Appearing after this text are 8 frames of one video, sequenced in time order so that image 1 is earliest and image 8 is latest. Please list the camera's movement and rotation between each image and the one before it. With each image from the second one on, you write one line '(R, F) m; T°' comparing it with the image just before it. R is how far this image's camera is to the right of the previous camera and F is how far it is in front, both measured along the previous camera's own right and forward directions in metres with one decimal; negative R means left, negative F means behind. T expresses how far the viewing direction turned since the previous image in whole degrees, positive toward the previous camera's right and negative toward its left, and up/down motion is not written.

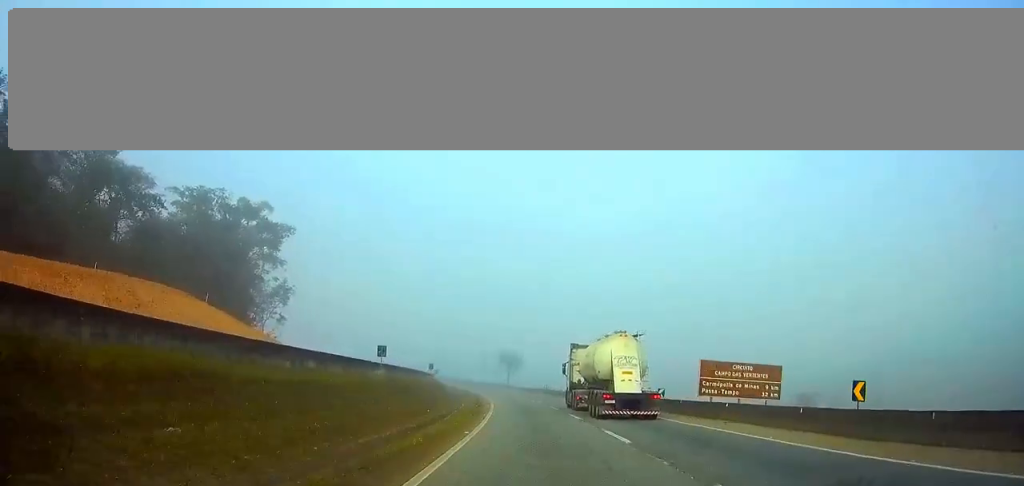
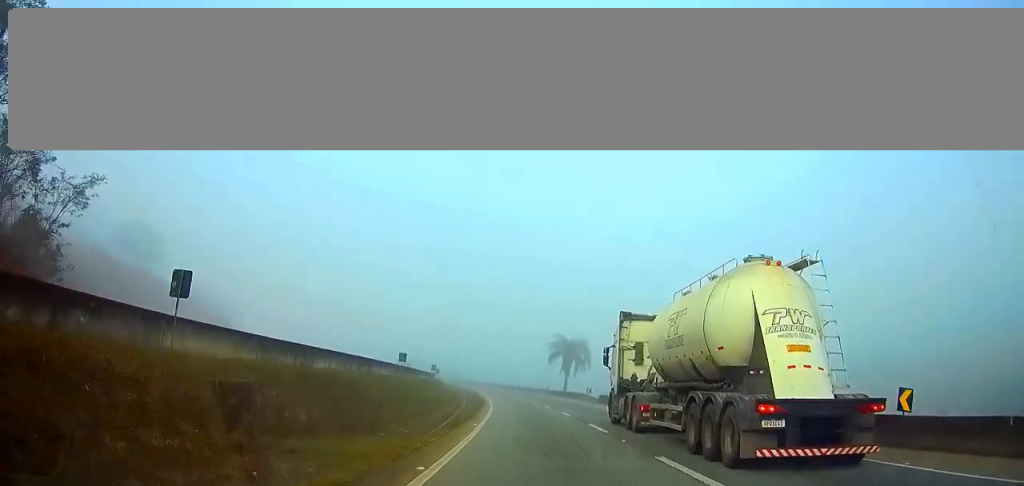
(-2.9, +59.7) m; -5°
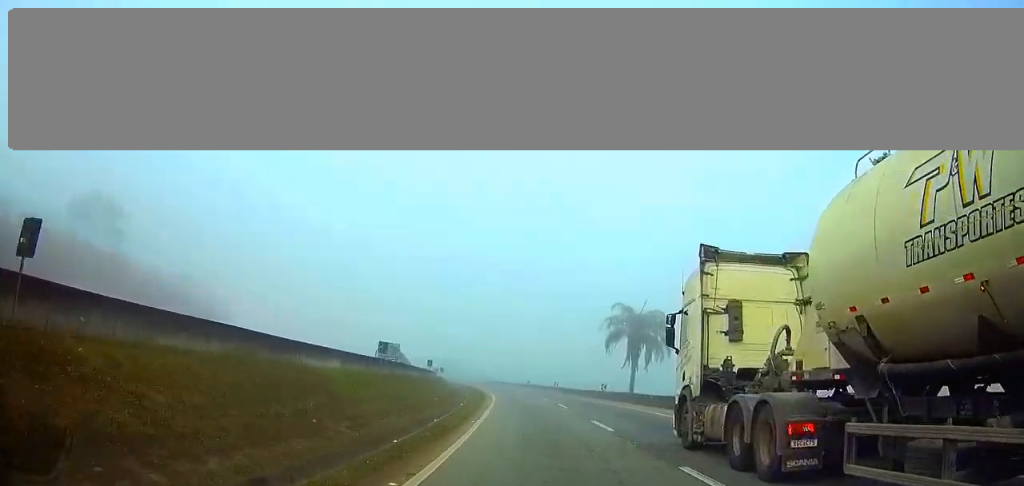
(-1.2, +38.1) m; -4°
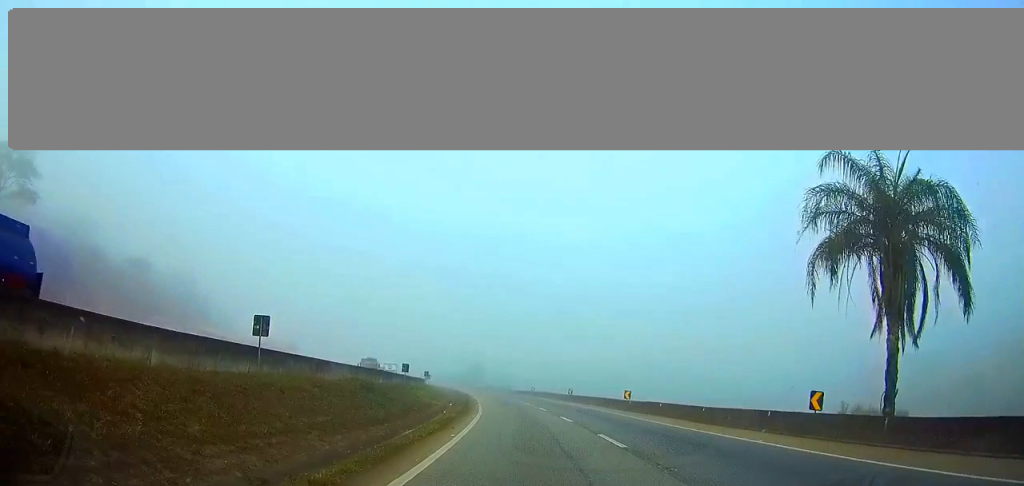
(-1.3, +45.9) m; -3°
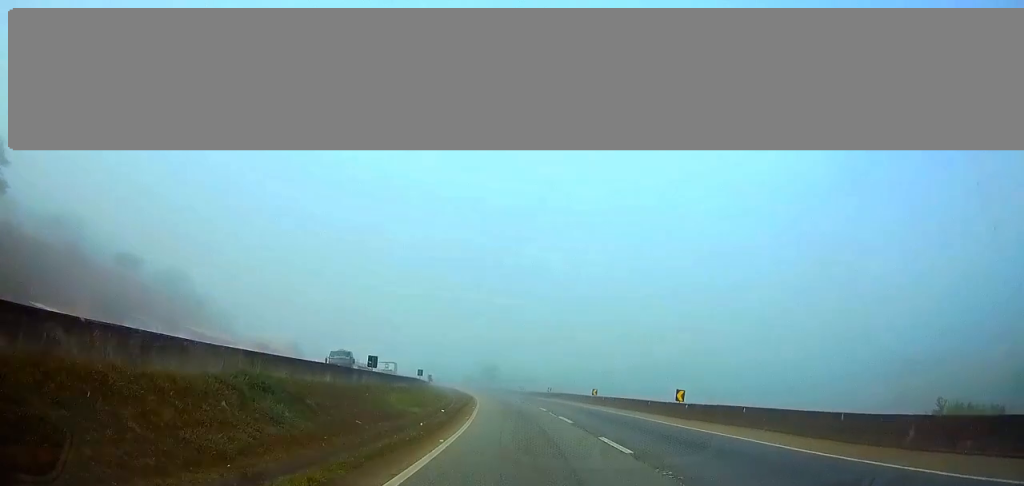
(+0.1, +13.8) m; -1°
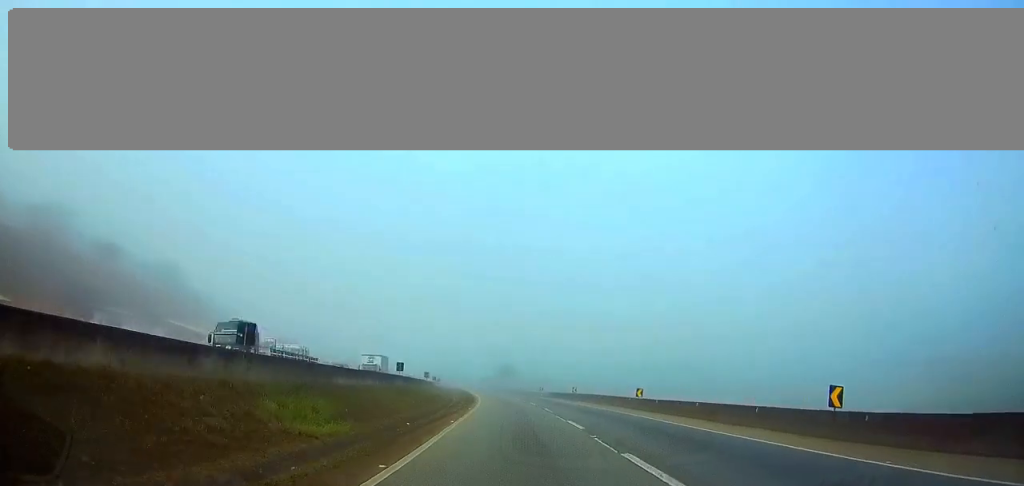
(-0.1, +17.8) m; -1°
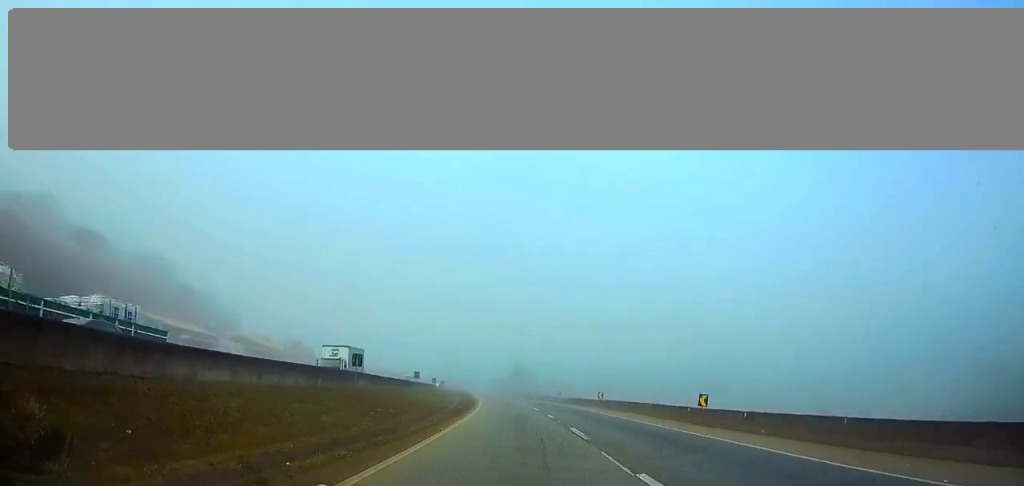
(-0.3, +14.9) m; -1°
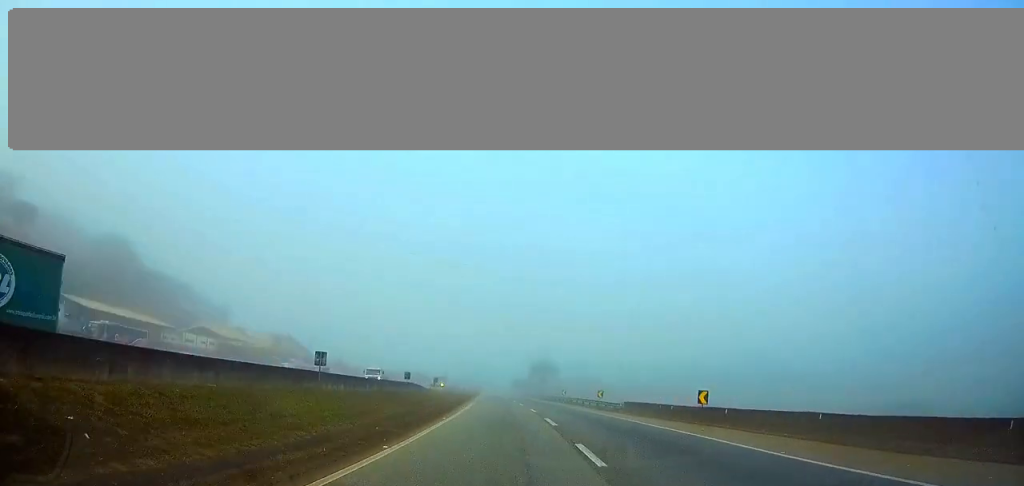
(-0.5, +32.1) m; -2°
